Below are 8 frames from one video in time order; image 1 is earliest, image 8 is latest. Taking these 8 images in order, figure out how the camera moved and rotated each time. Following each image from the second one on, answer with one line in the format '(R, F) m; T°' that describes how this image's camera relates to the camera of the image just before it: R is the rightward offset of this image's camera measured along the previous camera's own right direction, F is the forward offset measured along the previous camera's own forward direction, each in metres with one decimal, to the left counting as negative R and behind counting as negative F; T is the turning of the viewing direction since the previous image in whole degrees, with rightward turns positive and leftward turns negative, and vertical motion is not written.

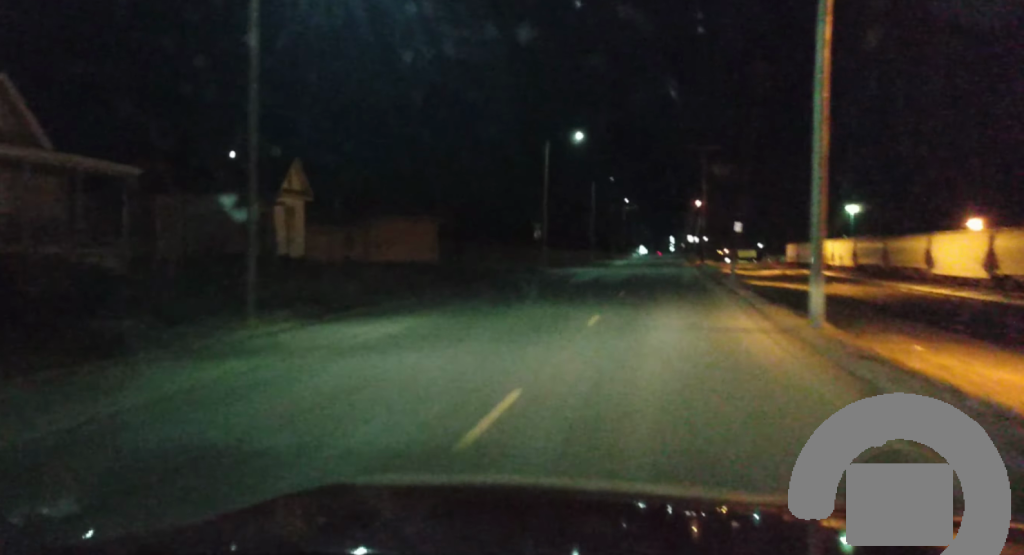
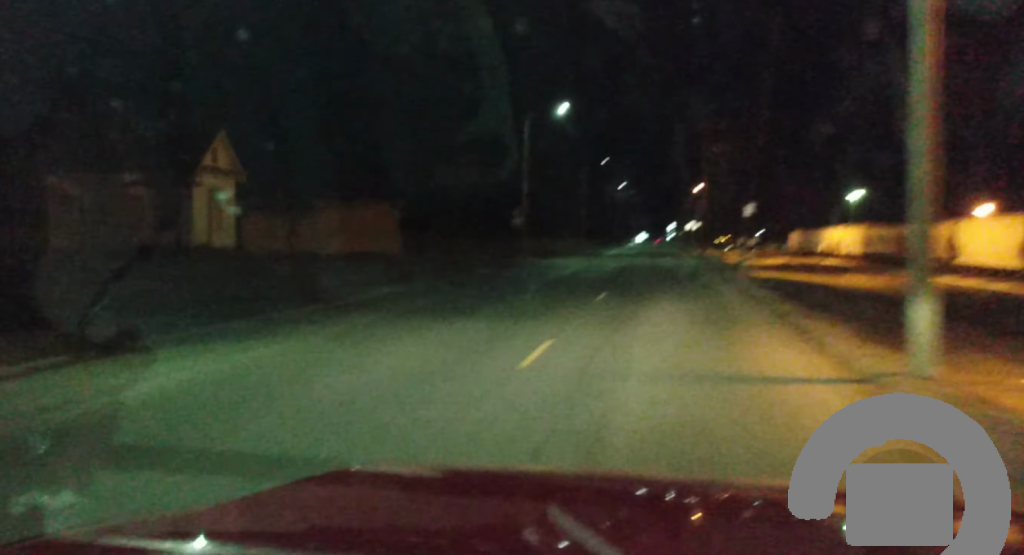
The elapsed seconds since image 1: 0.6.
(+0.2, +8.3) m; 0°
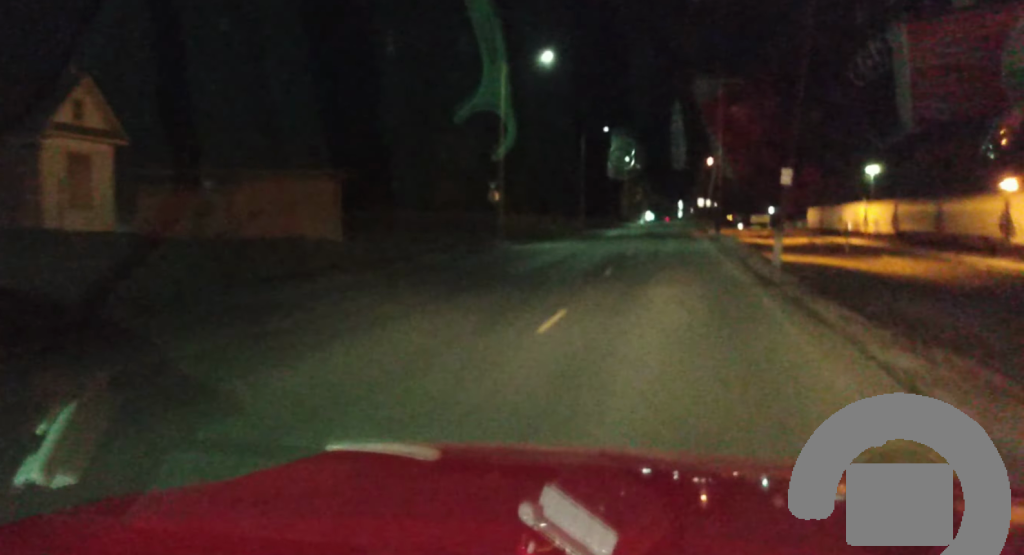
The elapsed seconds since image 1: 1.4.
(0.0, +10.7) m; 0°
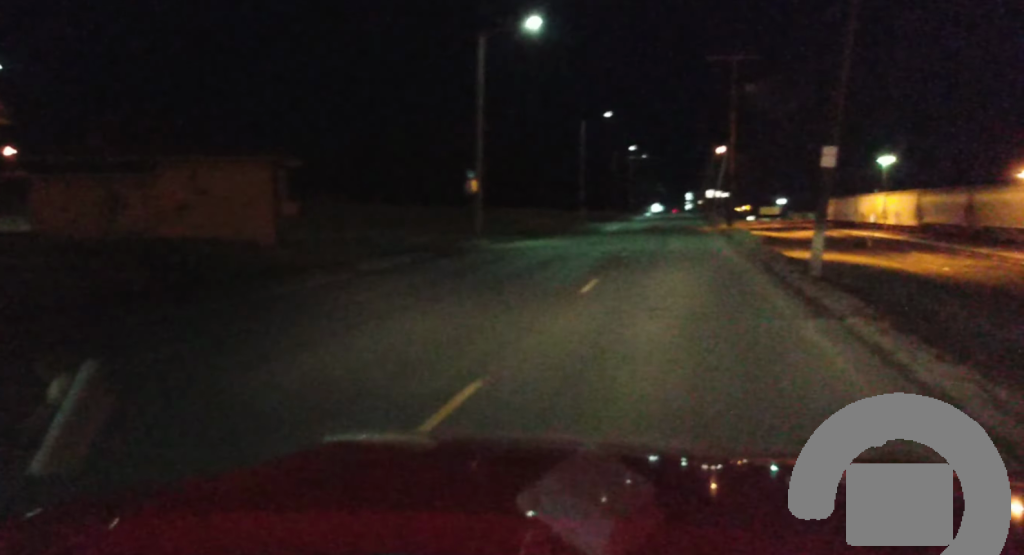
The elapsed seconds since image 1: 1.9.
(-0.2, +6.8) m; 0°
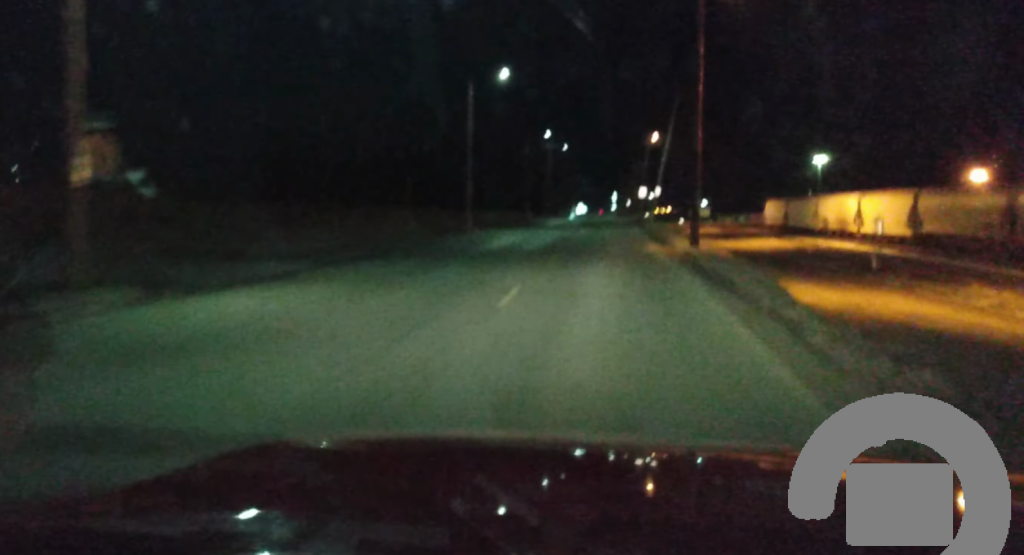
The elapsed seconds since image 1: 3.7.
(+0.3, +27.0) m; +3°
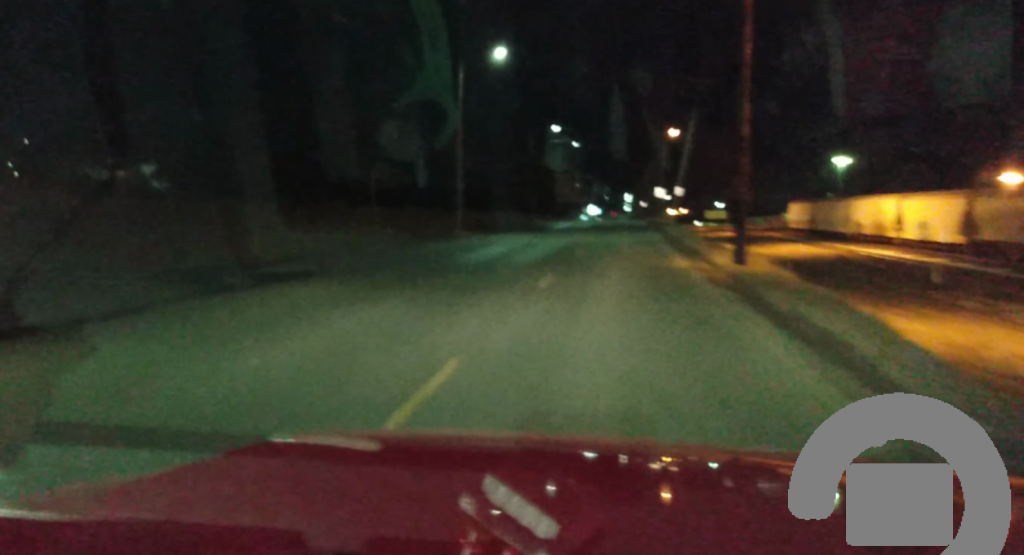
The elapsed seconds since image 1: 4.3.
(+0.1, +8.2) m; +1°
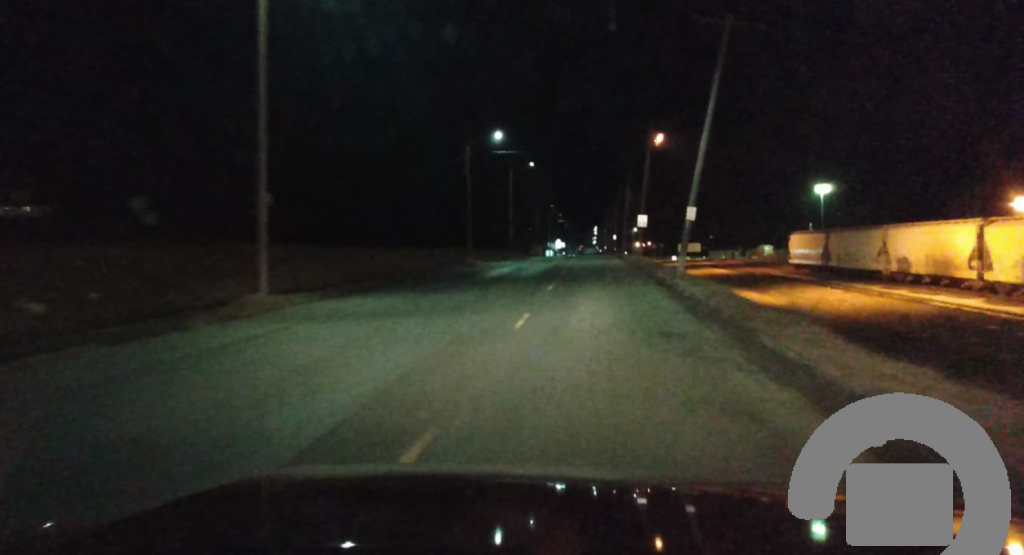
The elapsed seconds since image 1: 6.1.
(-0.3, +27.4) m; -1°
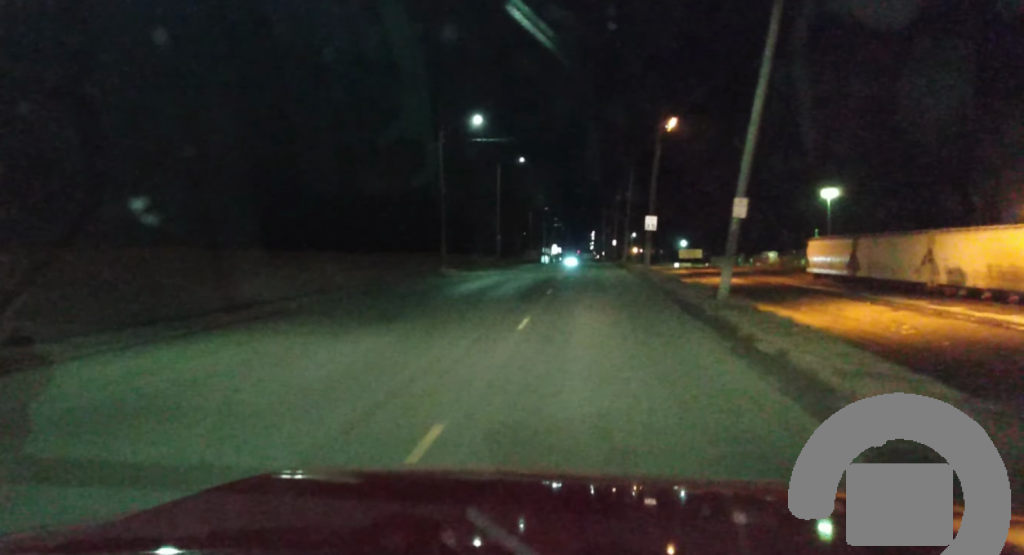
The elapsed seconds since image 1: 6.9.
(+0.6, +11.7) m; +1°
